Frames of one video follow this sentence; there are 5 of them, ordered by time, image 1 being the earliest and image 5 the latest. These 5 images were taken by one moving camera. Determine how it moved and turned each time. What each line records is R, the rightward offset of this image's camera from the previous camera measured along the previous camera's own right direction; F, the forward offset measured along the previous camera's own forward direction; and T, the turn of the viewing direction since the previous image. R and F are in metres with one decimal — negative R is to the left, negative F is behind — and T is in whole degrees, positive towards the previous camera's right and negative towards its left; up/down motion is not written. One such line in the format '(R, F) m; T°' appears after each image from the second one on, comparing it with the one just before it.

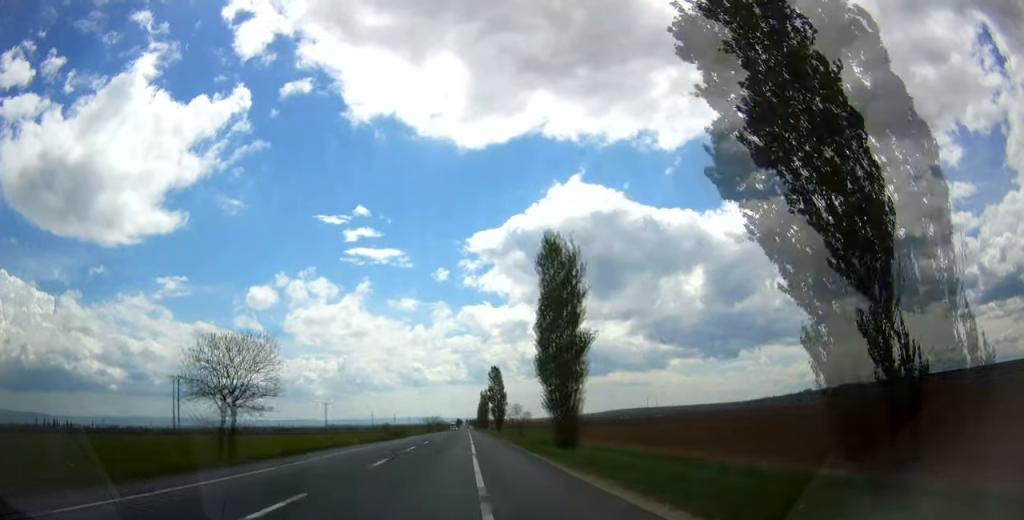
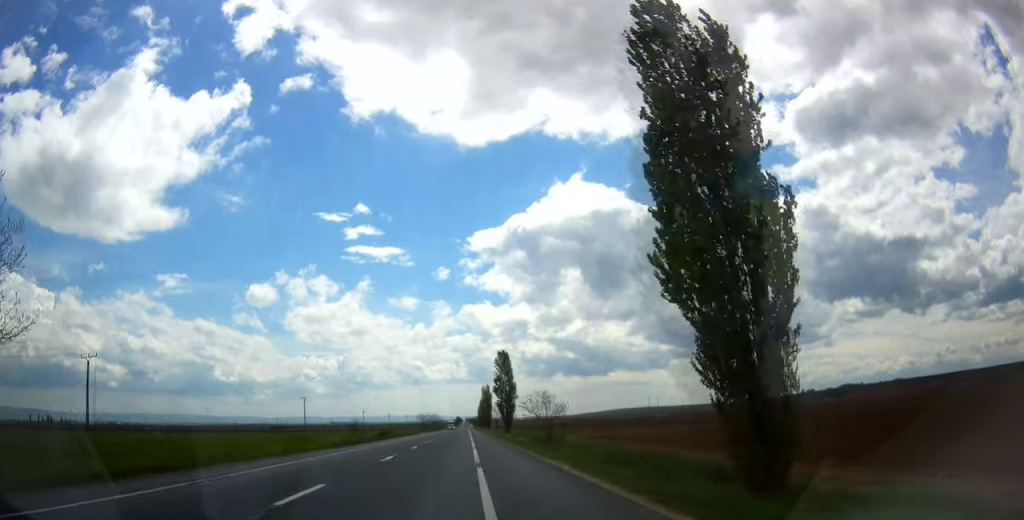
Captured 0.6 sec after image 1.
(-0.1, +21.3) m; 0°
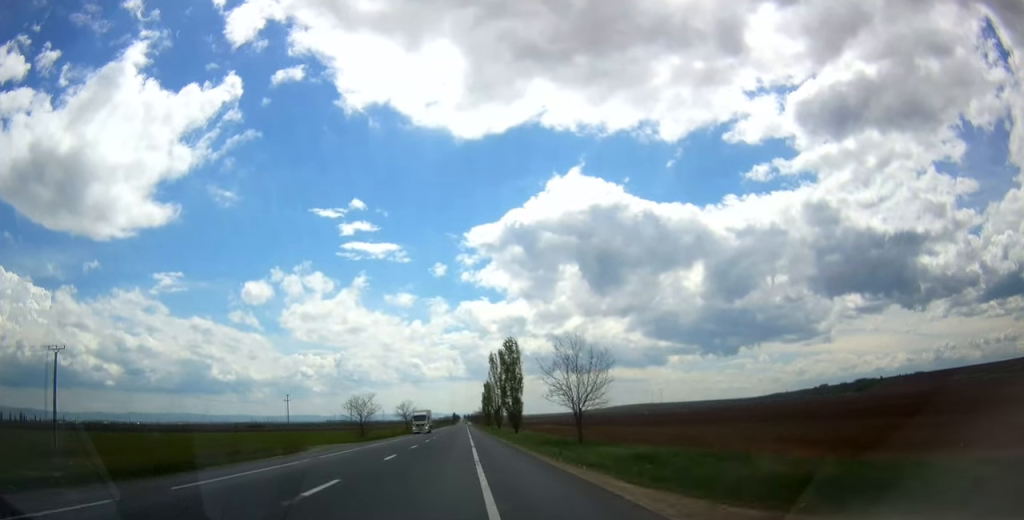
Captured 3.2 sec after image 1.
(-0.5, +92.8) m; 0°
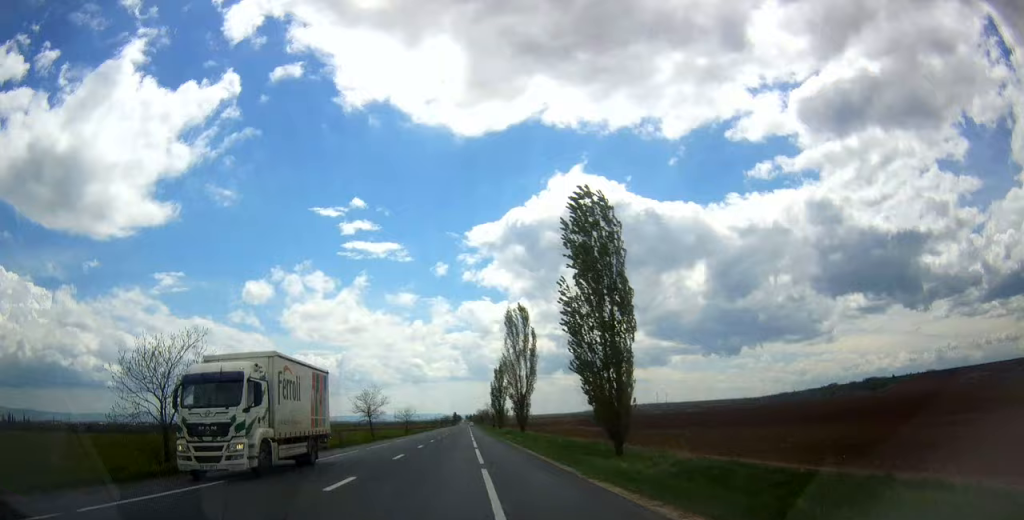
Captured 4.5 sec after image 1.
(+0.5, +44.9) m; 0°
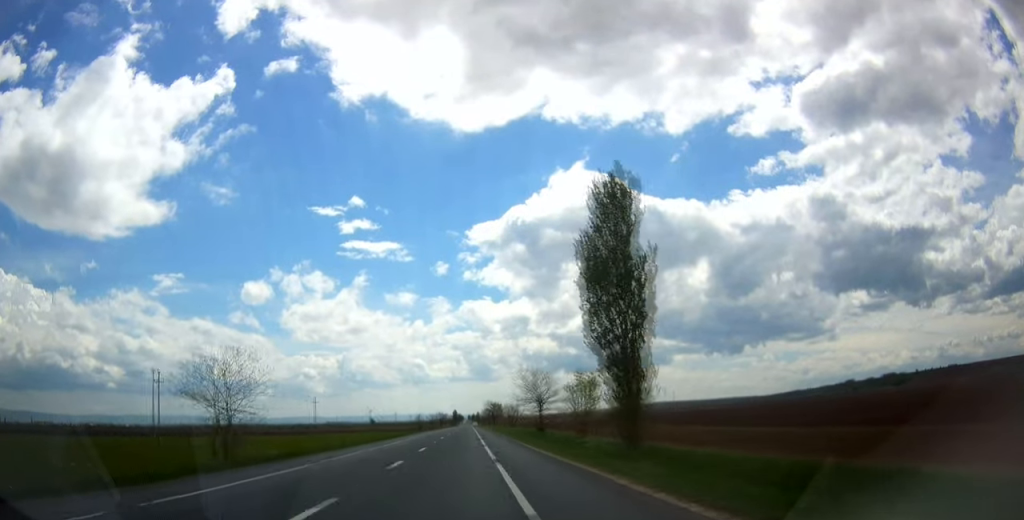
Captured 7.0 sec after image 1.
(-1.3, +87.2) m; -1°
